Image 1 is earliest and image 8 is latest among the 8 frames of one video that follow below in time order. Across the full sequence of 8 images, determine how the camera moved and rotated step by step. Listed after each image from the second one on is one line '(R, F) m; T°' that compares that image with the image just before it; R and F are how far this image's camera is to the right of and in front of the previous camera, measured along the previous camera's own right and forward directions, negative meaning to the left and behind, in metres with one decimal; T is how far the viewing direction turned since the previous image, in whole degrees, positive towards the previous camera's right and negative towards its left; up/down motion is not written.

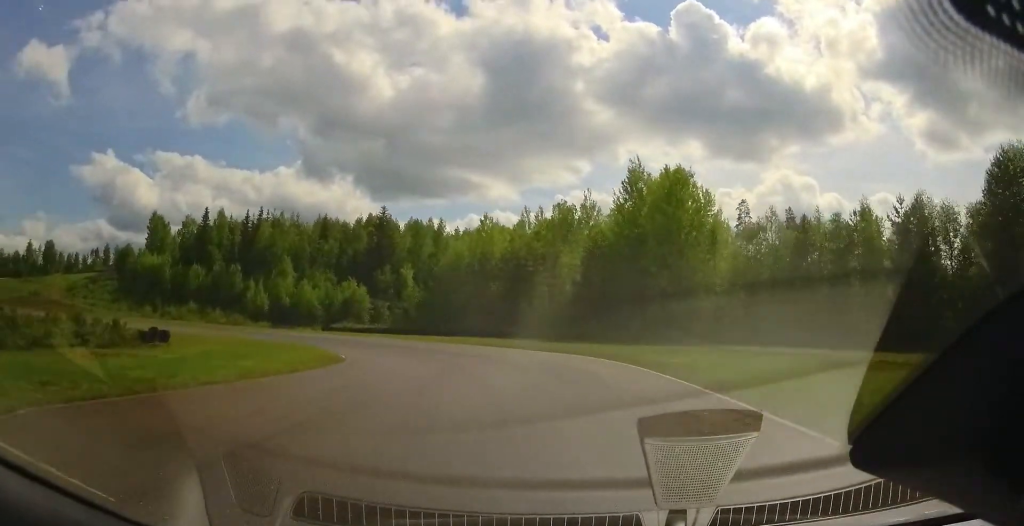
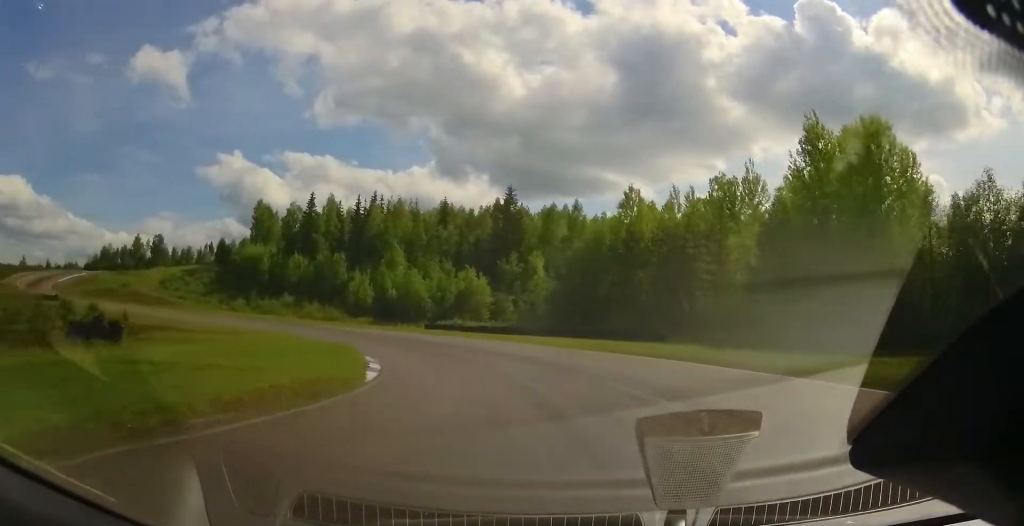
(-2.3, +15.7) m; -19°
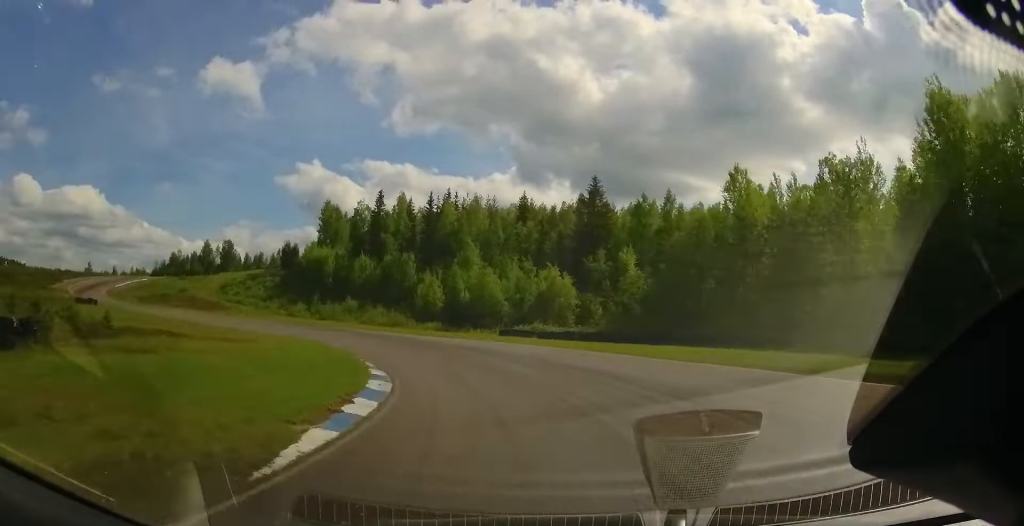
(-1.0, +9.6) m; -14°
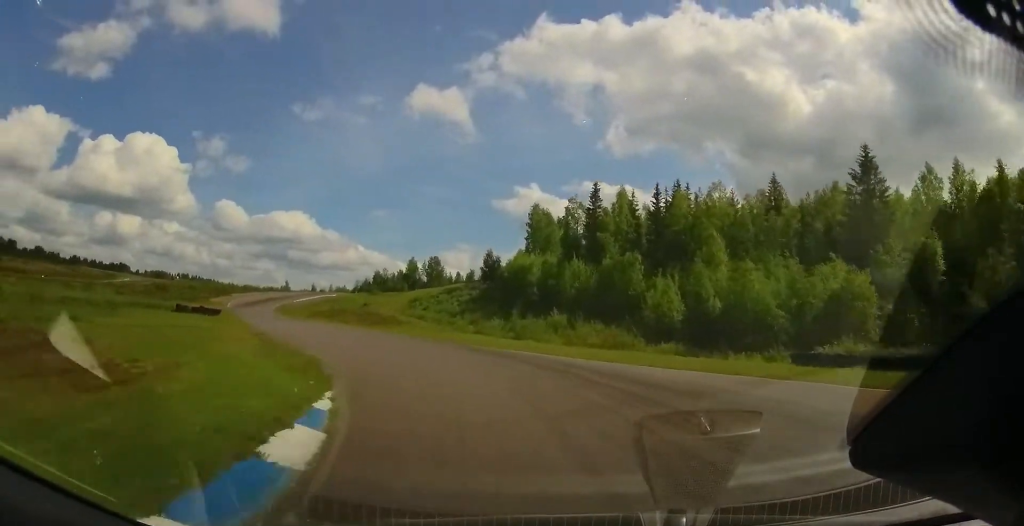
(-5.0, +22.4) m; -25°
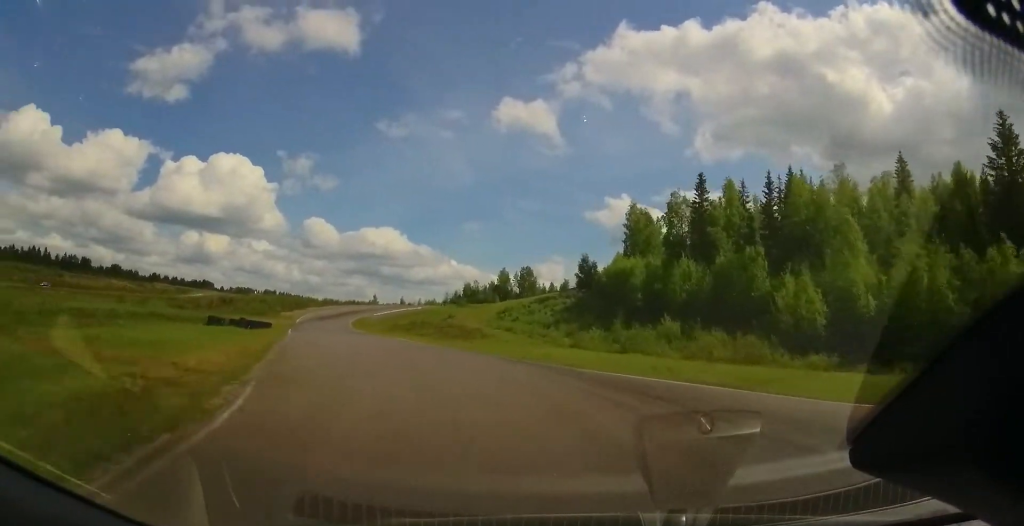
(-1.9, +12.2) m; -10°
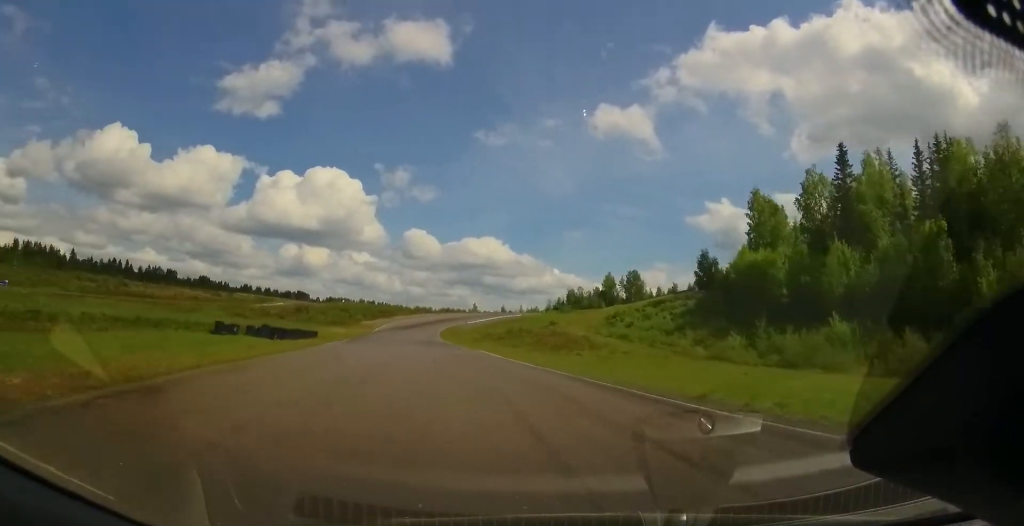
(-1.9, +16.5) m; -10°
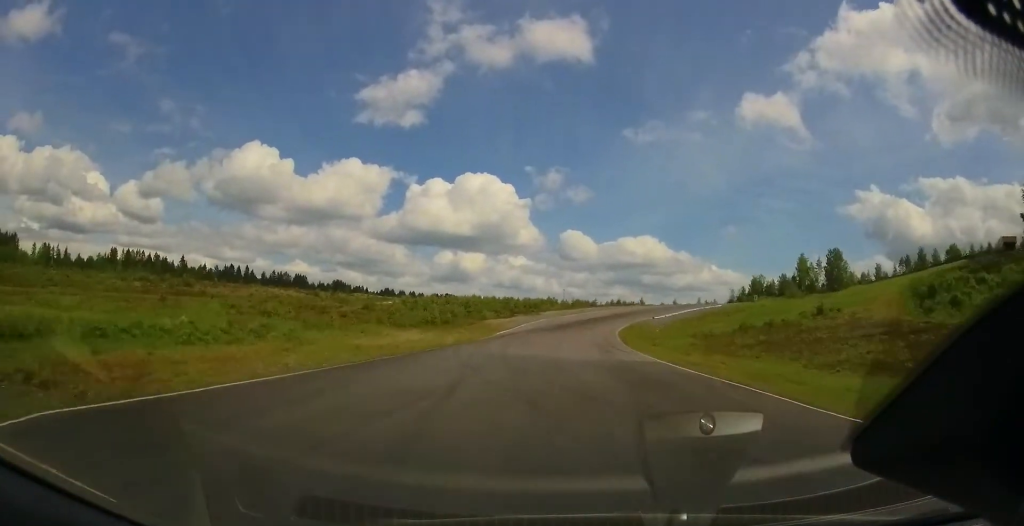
(-9.3, +51.3) m; -18°
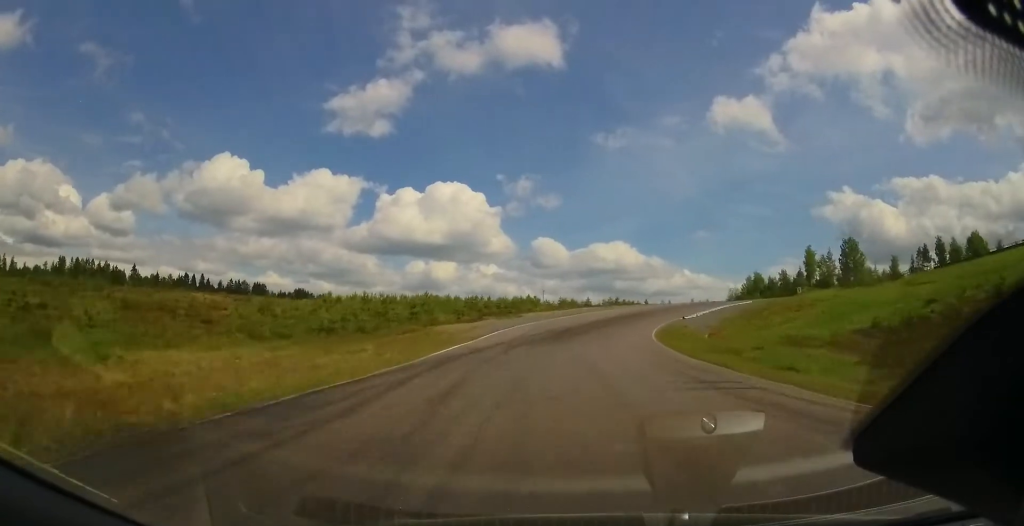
(-2.1, +30.2) m; -3°
